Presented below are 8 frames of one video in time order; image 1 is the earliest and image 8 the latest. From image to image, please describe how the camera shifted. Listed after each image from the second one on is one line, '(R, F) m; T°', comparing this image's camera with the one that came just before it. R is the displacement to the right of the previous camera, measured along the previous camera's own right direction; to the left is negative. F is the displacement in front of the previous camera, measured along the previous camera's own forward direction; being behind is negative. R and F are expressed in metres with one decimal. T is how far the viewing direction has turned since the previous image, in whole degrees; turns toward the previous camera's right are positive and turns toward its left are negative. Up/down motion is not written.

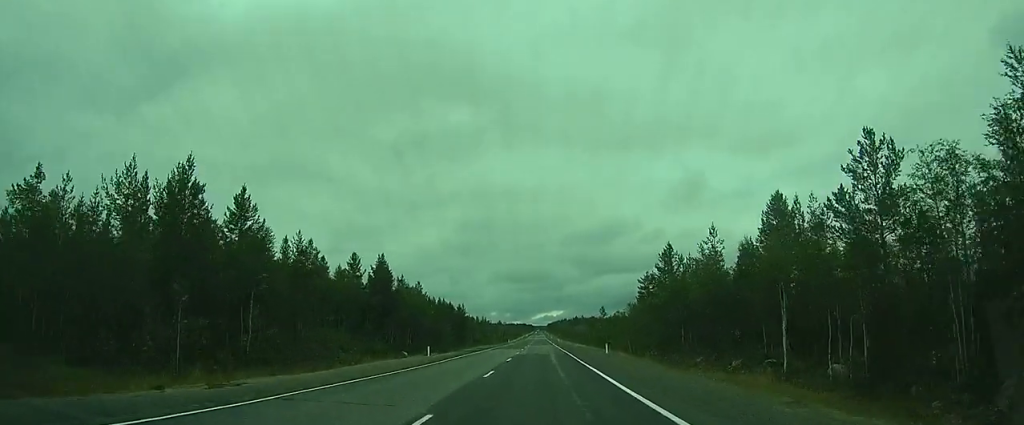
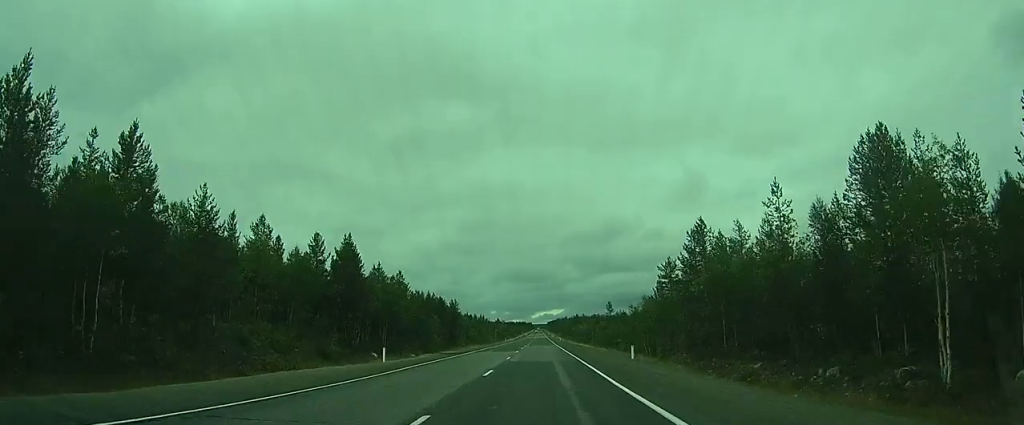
(+0.2, +12.1) m; +1°
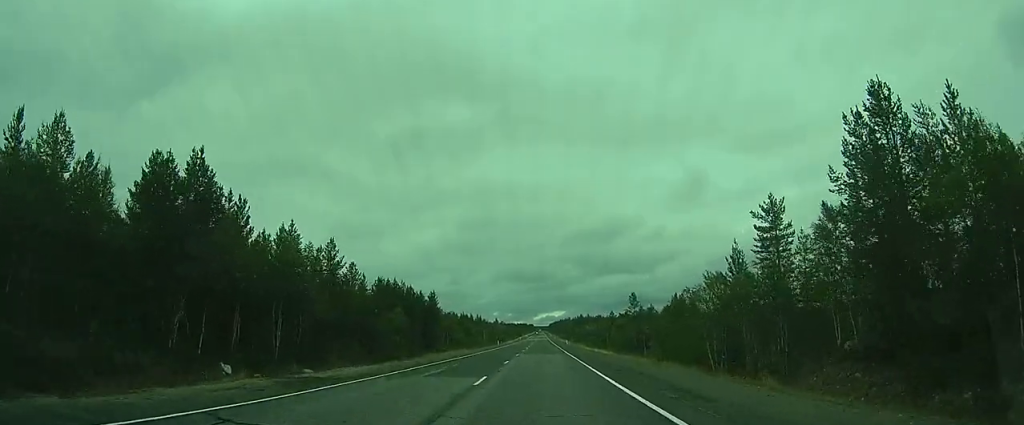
(+0.4, +26.8) m; +1°
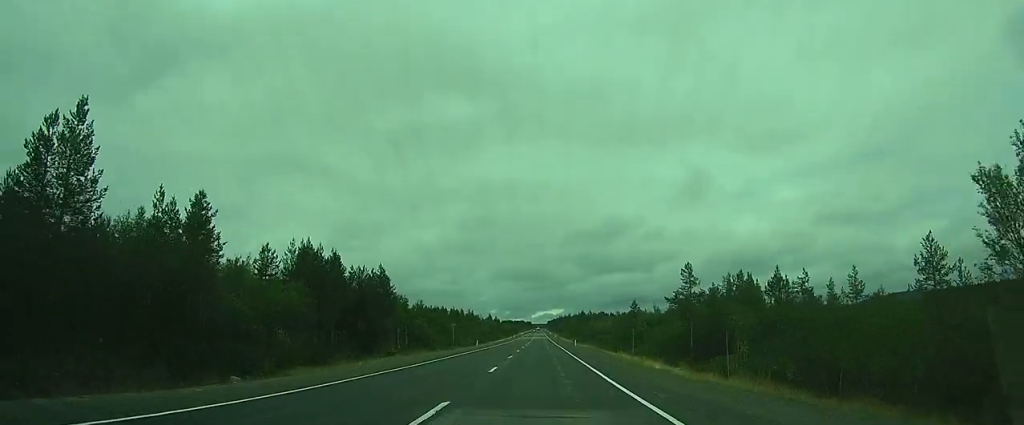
(-0.2, +32.2) m; -1°
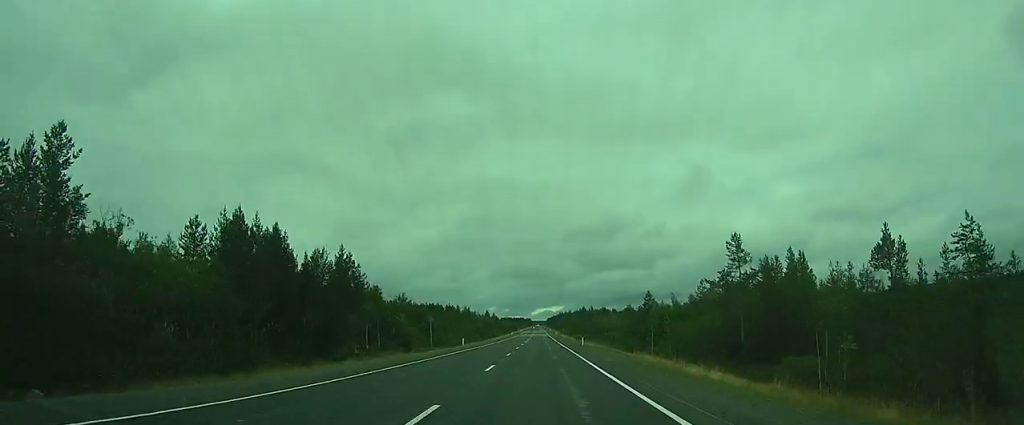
(0.0, +13.5) m; 0°
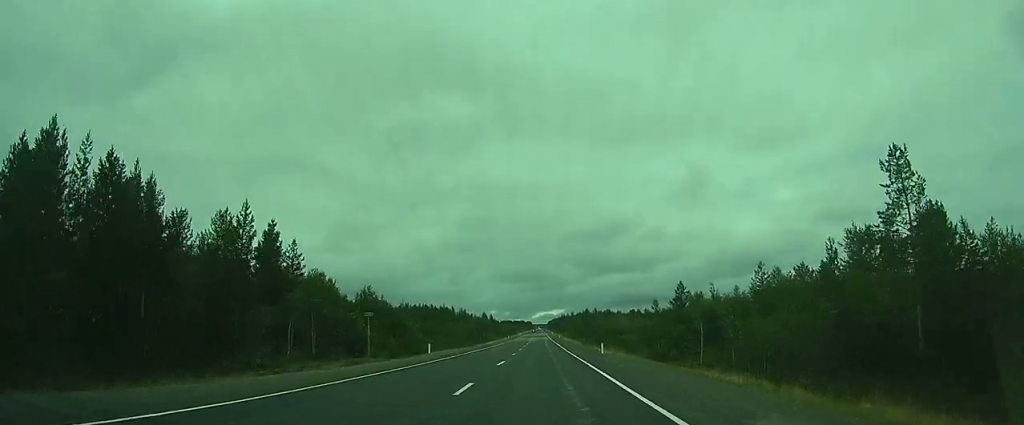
(0.0, +19.6) m; 0°
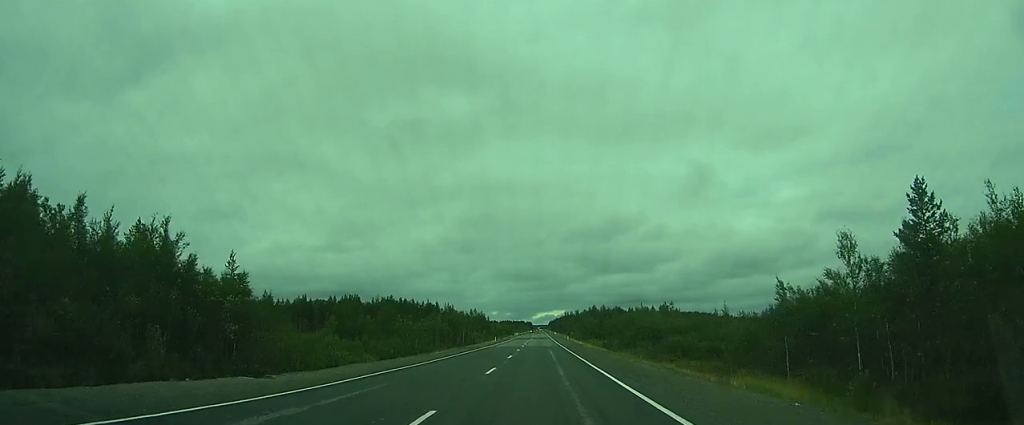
(0.0, +44.1) m; 0°
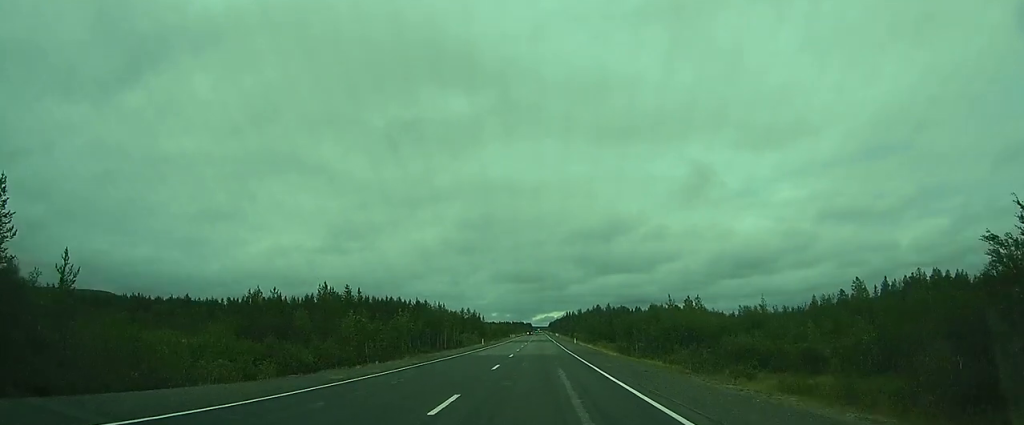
(-0.1, +22.3) m; 0°
